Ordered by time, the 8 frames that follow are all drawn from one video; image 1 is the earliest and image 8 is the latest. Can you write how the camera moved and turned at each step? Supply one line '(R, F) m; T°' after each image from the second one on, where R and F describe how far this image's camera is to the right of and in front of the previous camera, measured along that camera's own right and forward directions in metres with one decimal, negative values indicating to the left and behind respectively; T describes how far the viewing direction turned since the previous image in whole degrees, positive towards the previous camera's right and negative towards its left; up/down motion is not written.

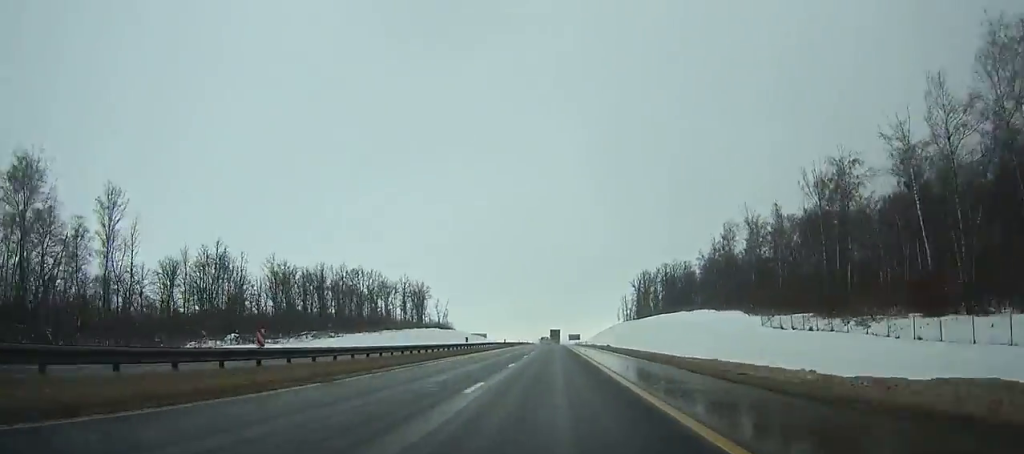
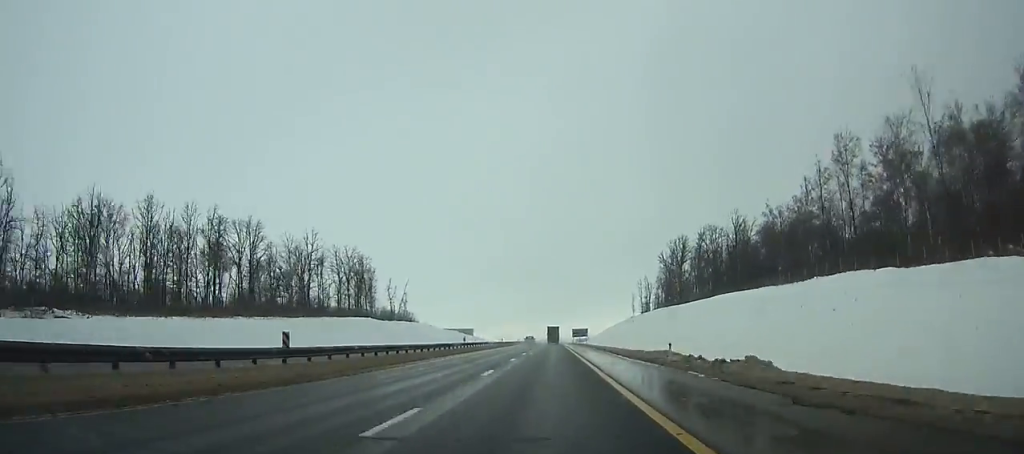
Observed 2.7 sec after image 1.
(-0.1, +77.5) m; 0°
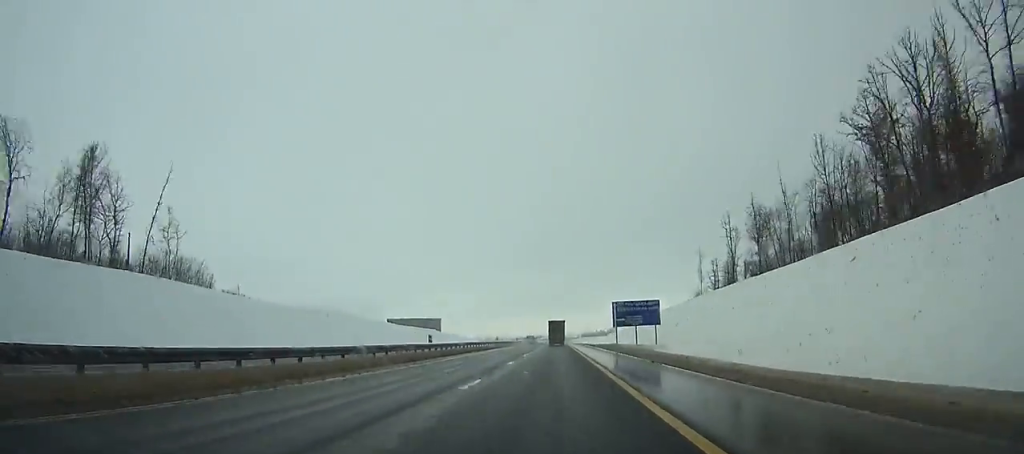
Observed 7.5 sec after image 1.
(-0.5, +138.3) m; 0°
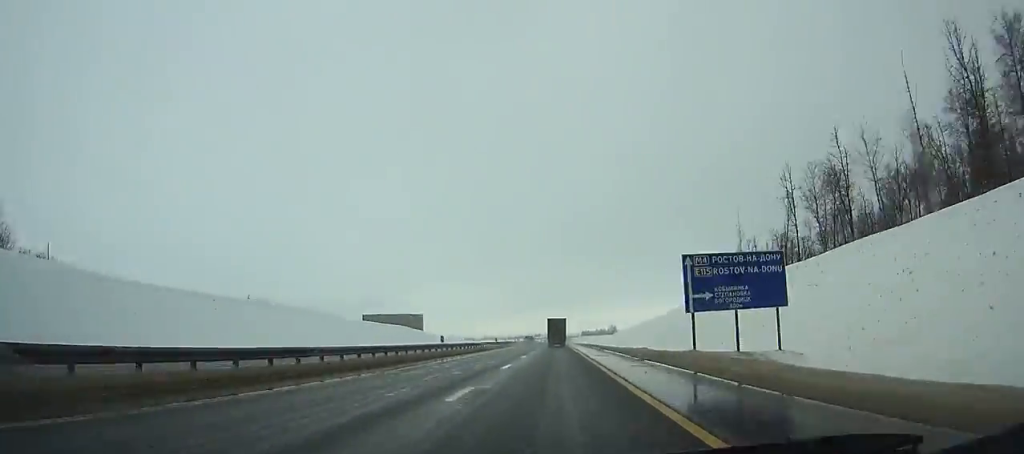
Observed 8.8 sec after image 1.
(+0.1, +37.6) m; 0°
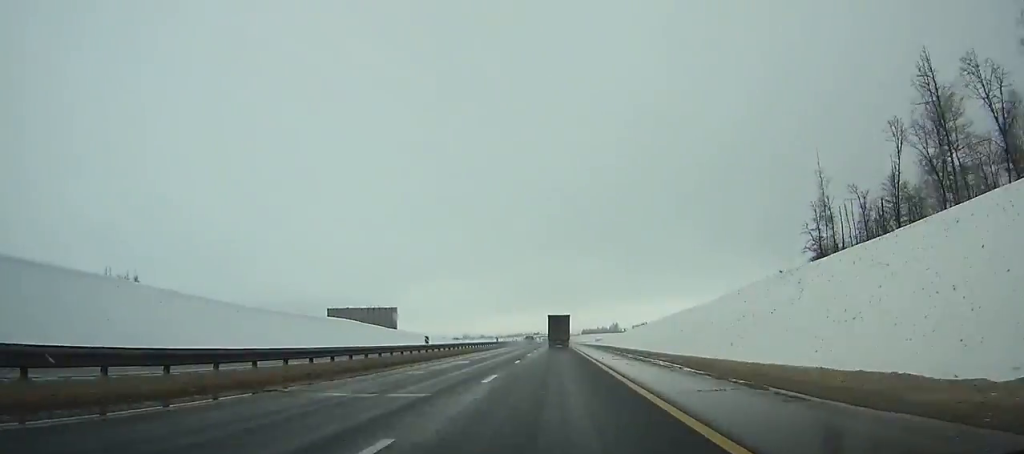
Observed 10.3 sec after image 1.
(+0.1, +43.6) m; 0°
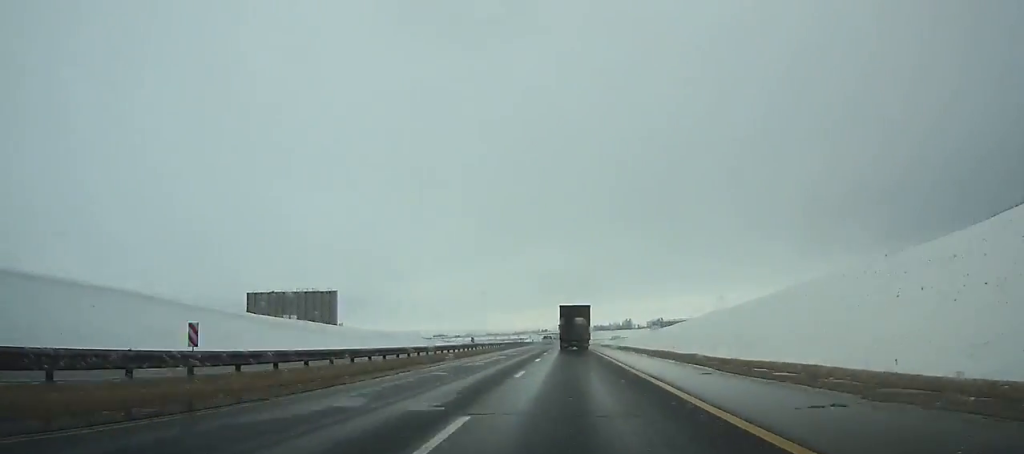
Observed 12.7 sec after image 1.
(-0.3, +70.3) m; -1°
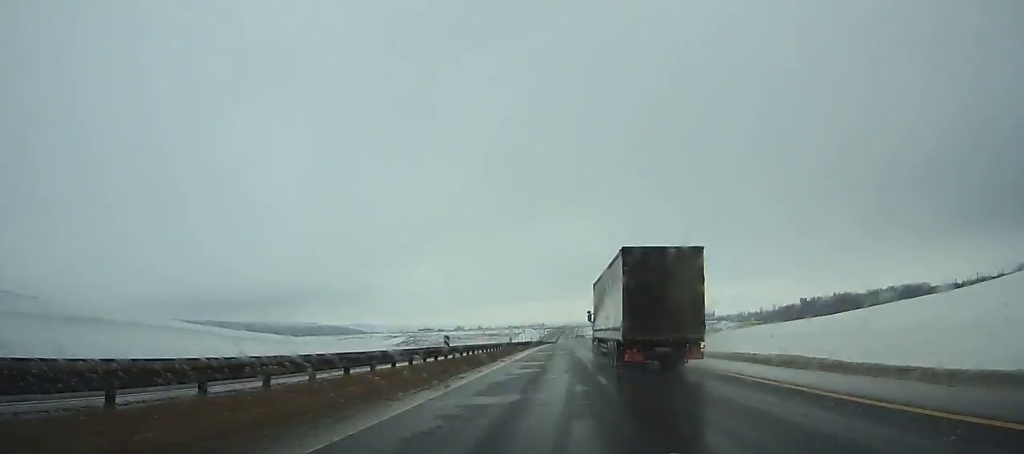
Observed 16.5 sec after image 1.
(-0.5, +112.1) m; 0°
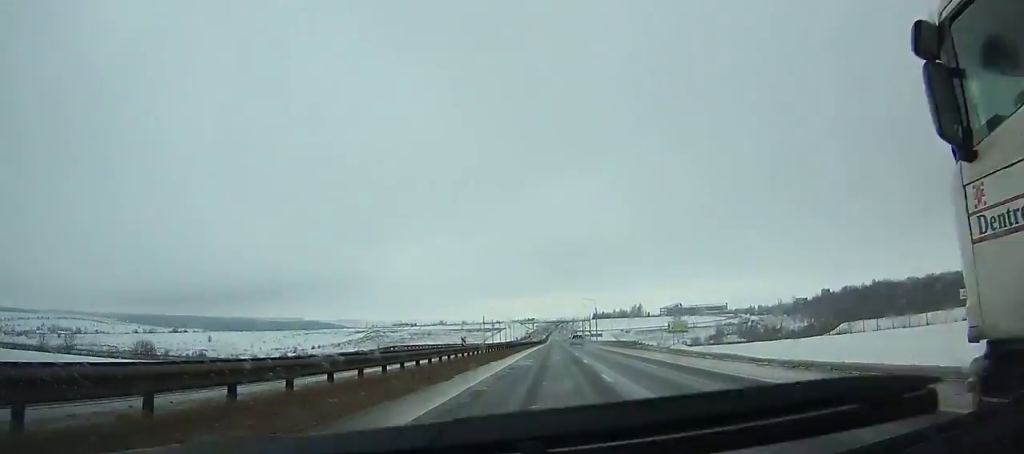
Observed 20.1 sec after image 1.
(+1.7, +106.3) m; +1°
